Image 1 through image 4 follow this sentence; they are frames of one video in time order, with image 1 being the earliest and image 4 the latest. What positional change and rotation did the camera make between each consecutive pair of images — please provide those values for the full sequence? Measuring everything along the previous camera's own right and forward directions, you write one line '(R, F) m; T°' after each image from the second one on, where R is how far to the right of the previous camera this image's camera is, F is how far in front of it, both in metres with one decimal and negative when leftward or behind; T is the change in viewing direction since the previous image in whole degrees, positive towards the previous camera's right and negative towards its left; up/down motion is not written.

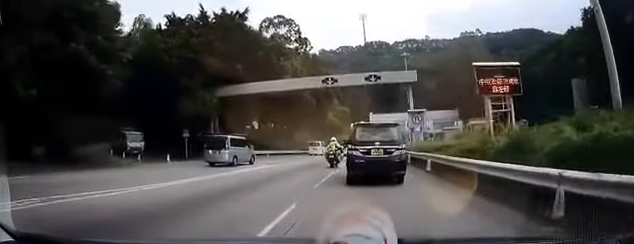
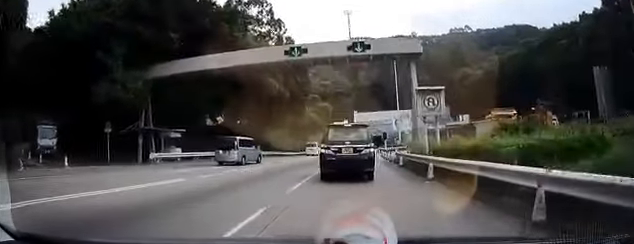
(+0.1, +9.7) m; 0°
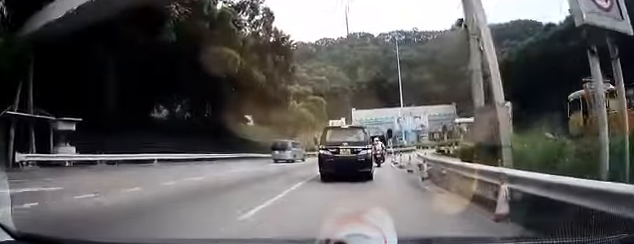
(+0.1, +11.8) m; +1°
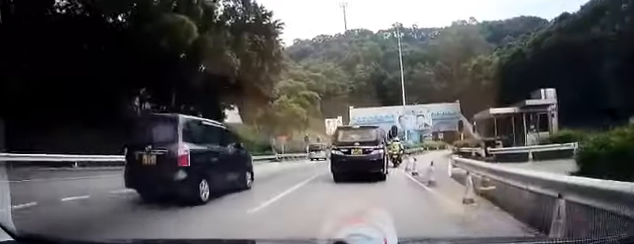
(0.0, +8.5) m; +2°
